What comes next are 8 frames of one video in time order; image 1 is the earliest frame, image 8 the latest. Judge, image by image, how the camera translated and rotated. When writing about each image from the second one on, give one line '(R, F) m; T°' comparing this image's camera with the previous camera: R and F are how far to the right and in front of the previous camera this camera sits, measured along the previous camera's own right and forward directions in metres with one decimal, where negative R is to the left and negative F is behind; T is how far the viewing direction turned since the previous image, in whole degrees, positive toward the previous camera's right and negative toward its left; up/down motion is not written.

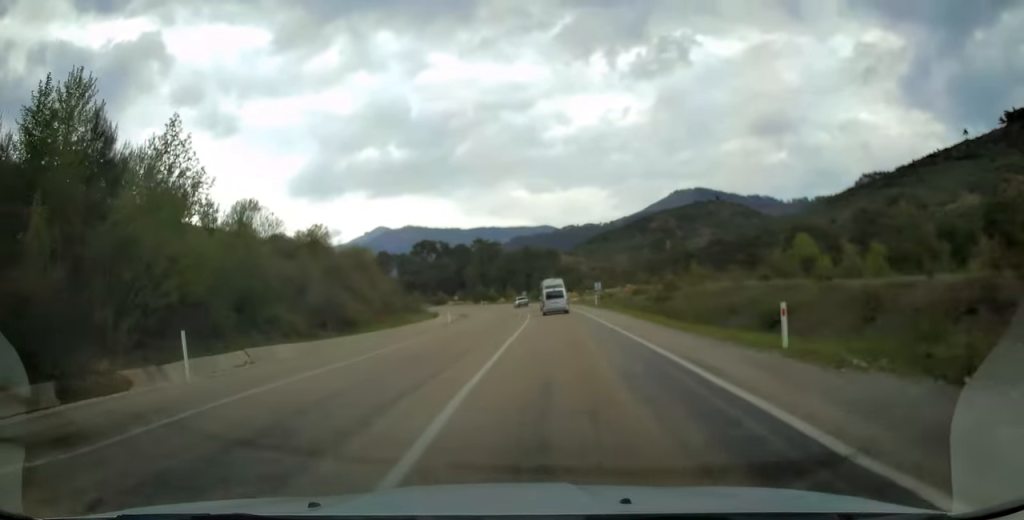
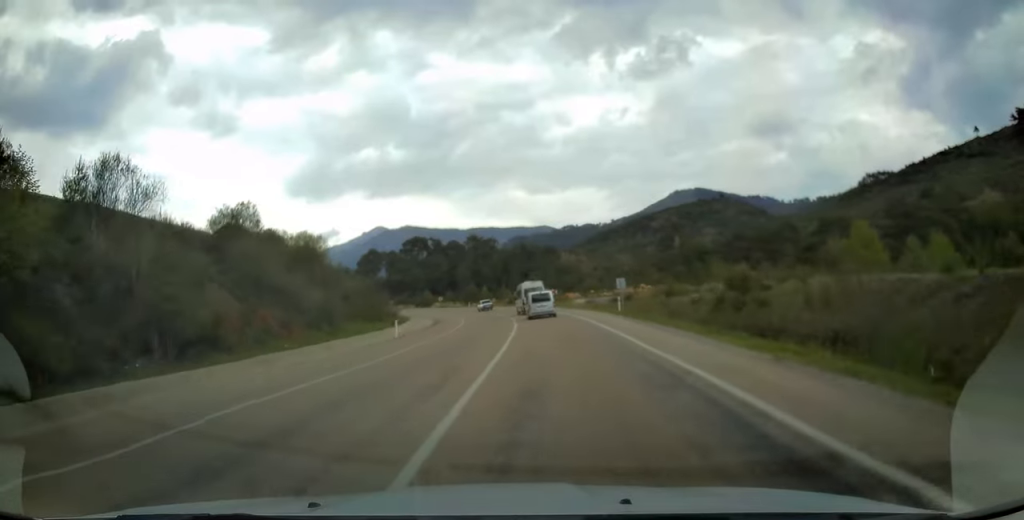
(0.0, +18.2) m; -1°
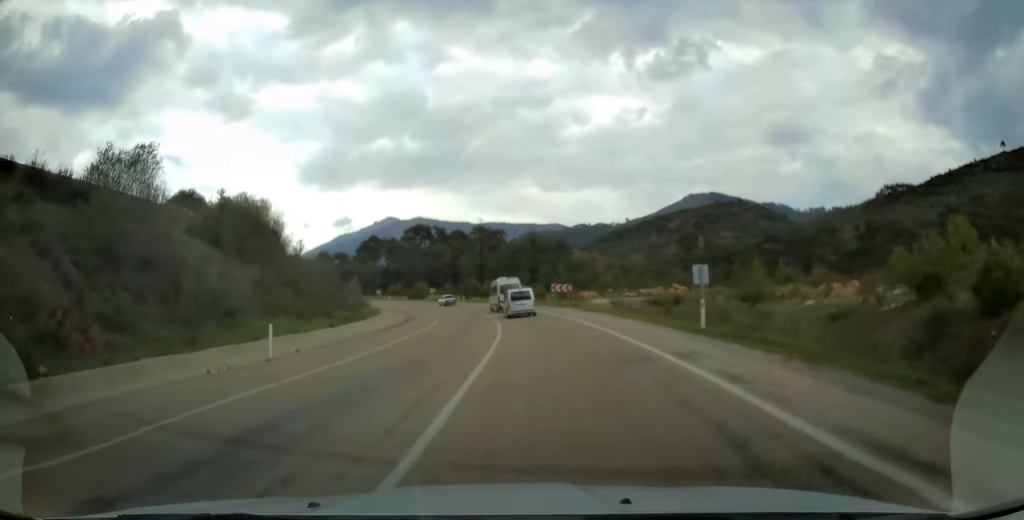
(-0.2, +17.5) m; -2°
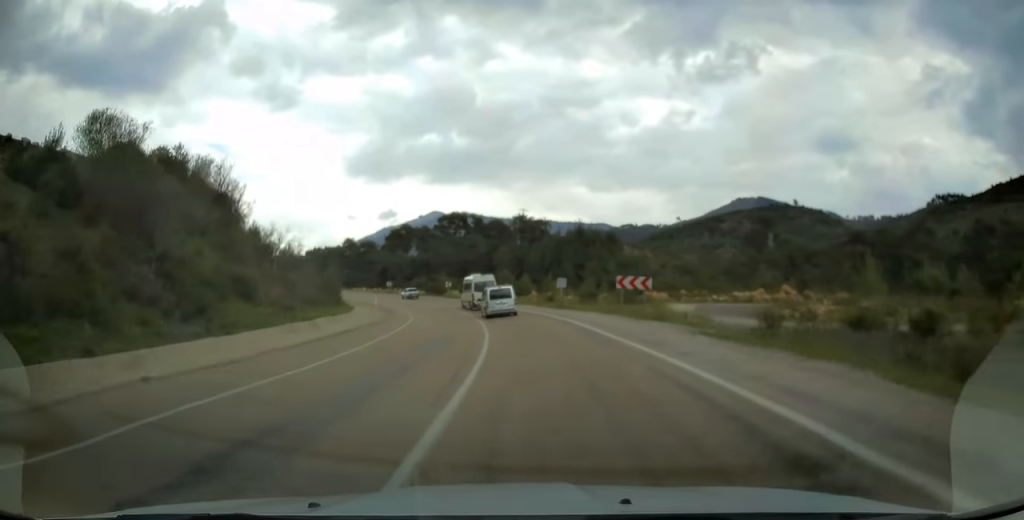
(-0.8, +23.9) m; -5°
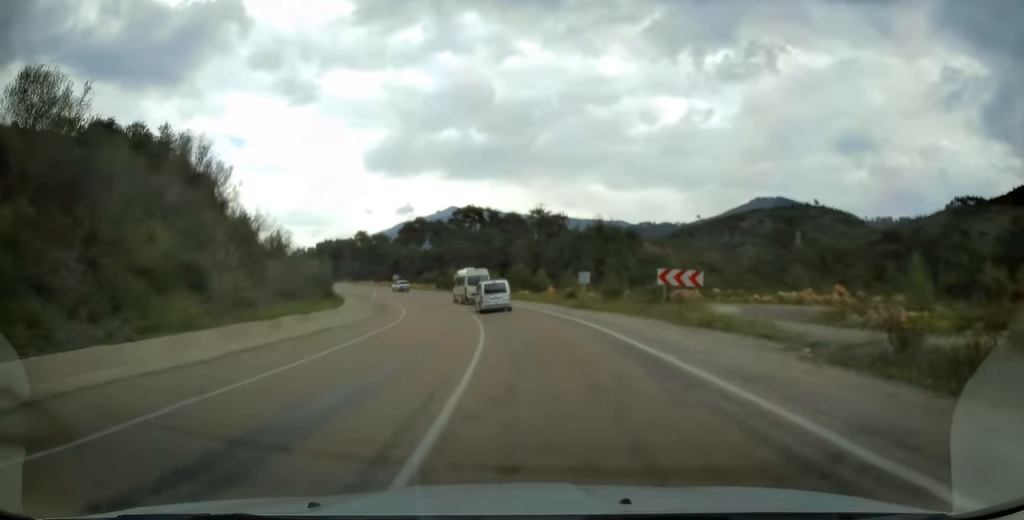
(-0.1, +7.0) m; -2°
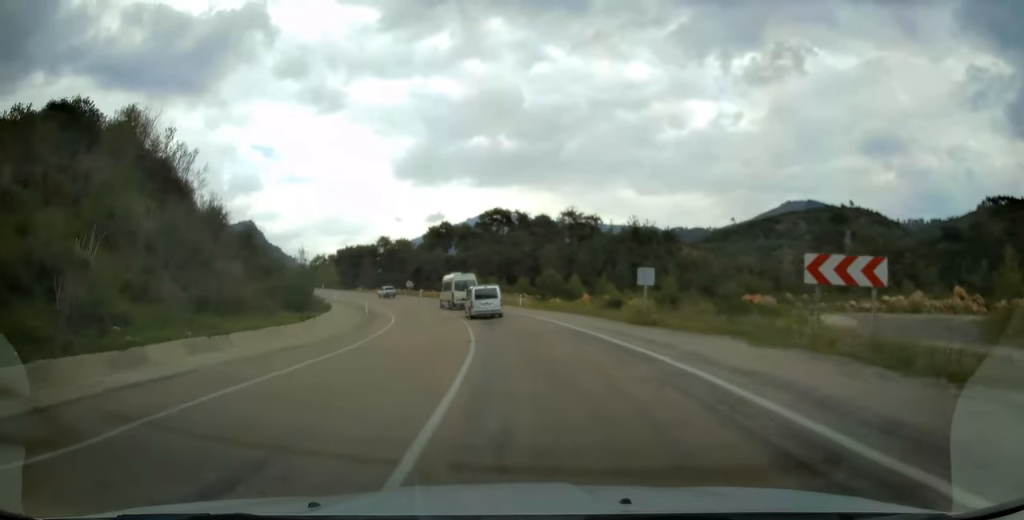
(-0.2, +11.7) m; -4°
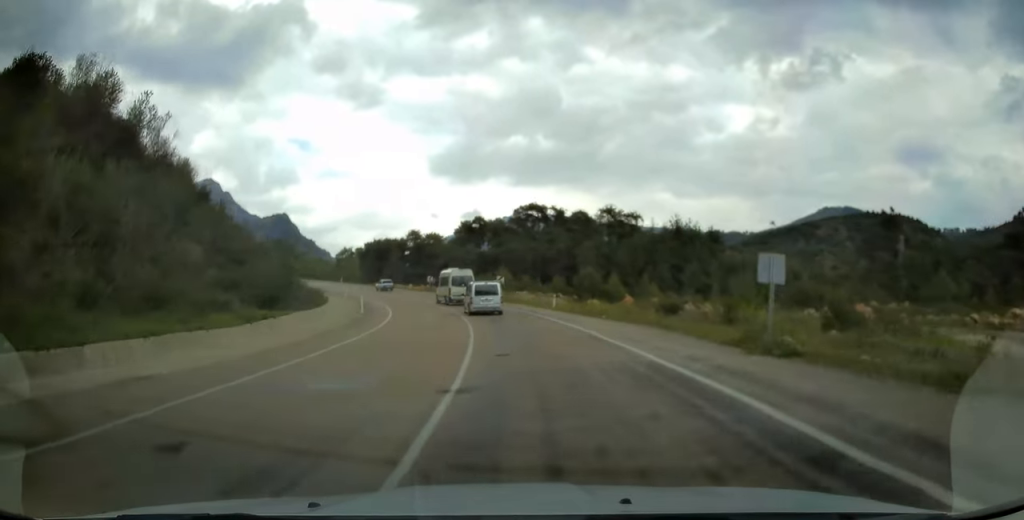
(-0.5, +9.3) m; -3°
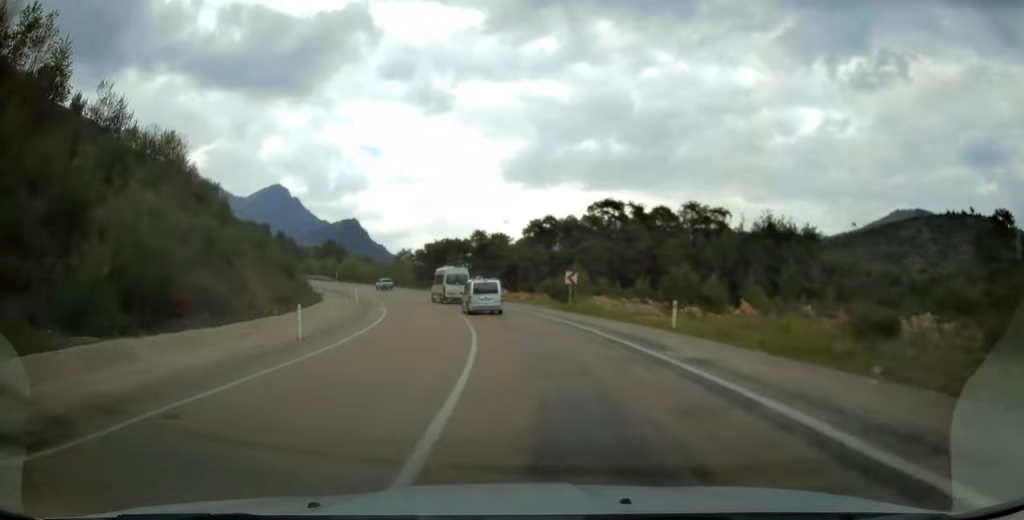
(-1.1, +18.7) m; -7°
